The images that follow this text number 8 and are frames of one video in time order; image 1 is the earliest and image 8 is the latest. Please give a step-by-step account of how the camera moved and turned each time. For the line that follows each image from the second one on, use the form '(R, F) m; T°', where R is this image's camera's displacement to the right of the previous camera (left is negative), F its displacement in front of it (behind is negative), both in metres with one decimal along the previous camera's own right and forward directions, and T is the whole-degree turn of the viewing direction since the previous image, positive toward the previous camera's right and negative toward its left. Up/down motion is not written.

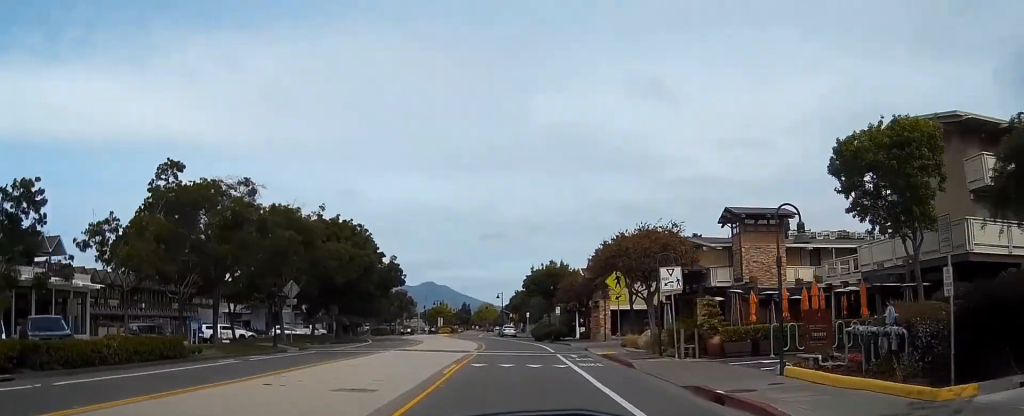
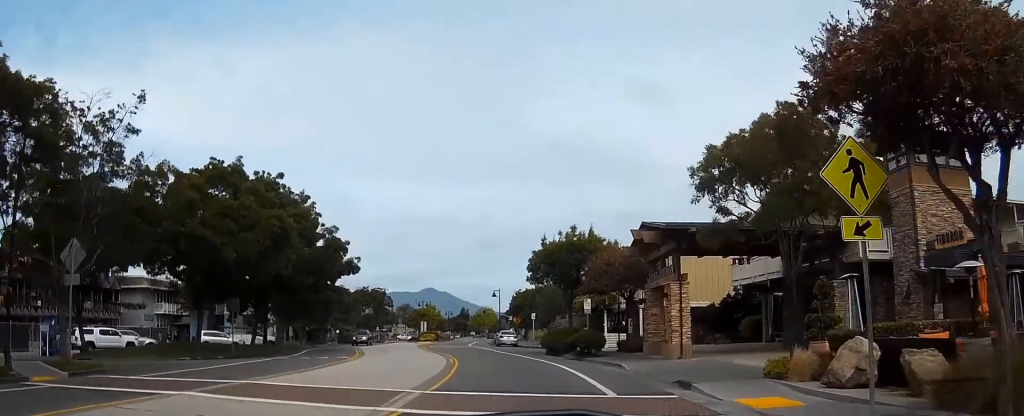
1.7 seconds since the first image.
(+0.1, +22.4) m; 0°
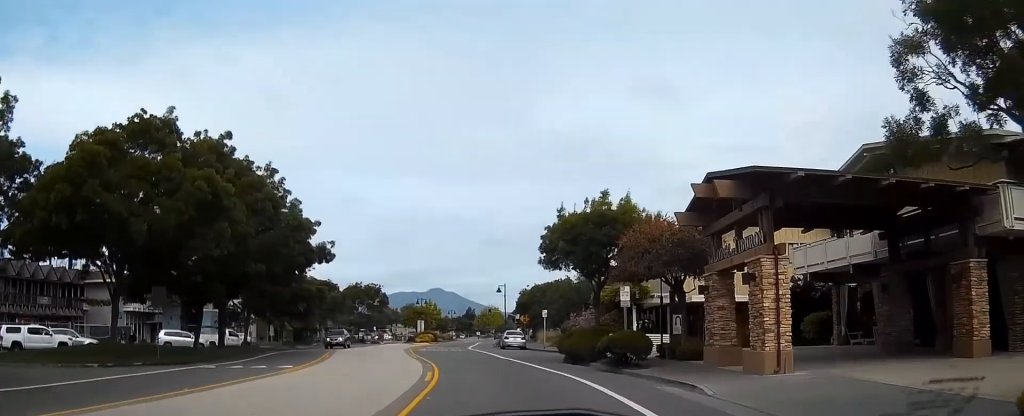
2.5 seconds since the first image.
(-0.1, +9.5) m; -1°
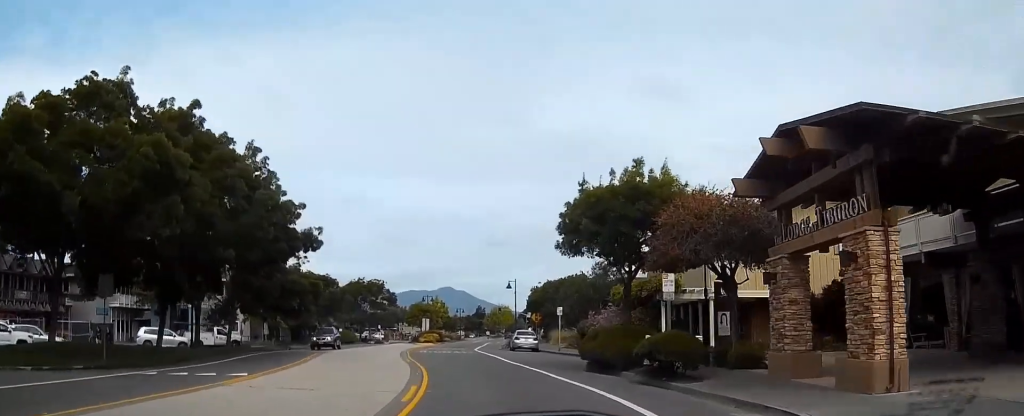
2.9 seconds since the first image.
(0.0, +5.2) m; -1°
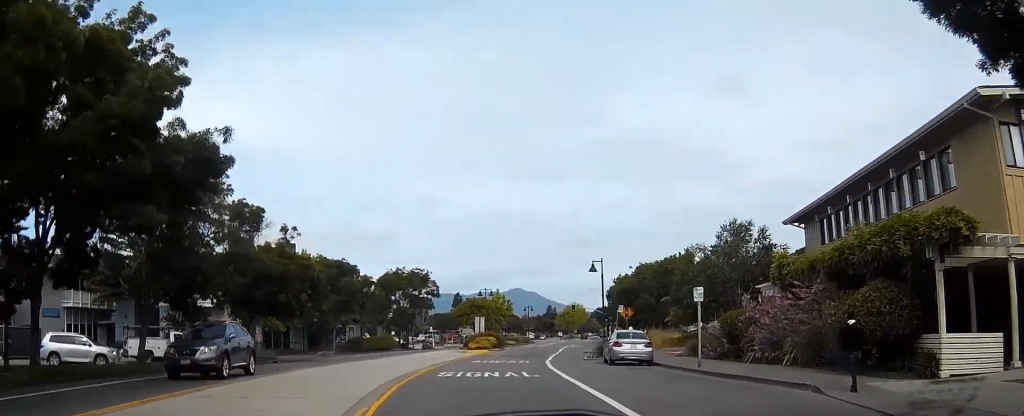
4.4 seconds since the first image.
(-0.7, +20.1) m; -4°
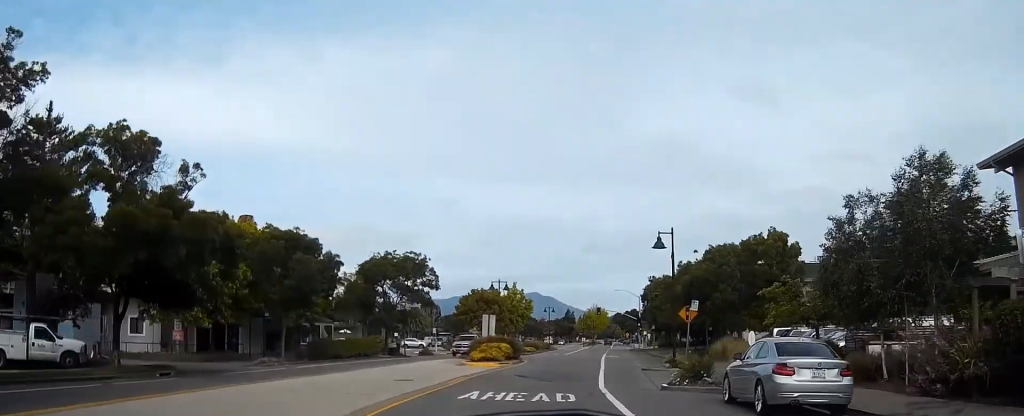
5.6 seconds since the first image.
(-0.3, +16.6) m; -1°
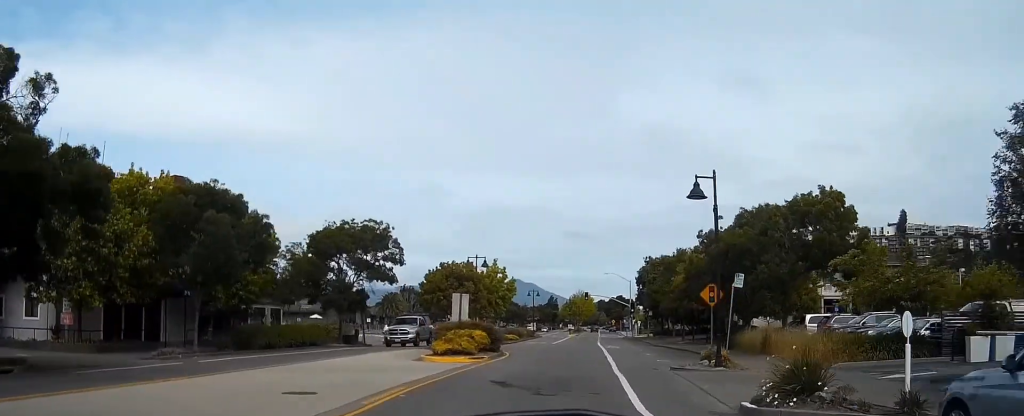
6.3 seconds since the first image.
(+0.1, +9.7) m; +1°
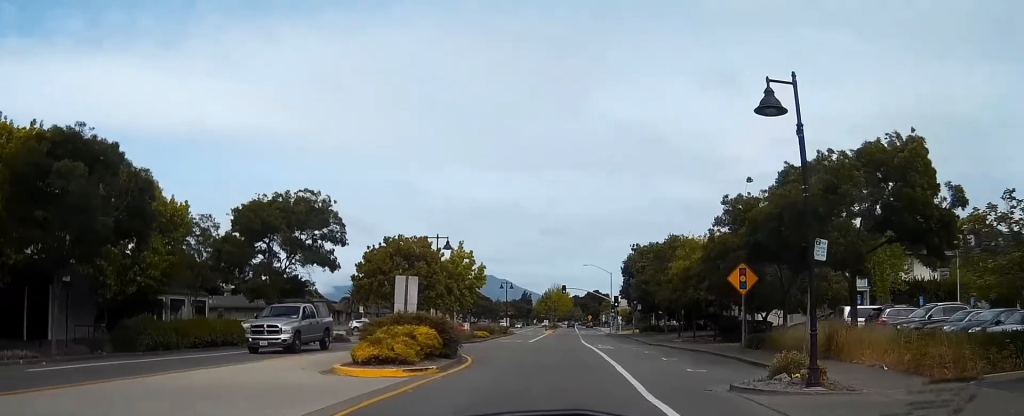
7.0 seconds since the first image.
(+0.1, +9.4) m; +2°
